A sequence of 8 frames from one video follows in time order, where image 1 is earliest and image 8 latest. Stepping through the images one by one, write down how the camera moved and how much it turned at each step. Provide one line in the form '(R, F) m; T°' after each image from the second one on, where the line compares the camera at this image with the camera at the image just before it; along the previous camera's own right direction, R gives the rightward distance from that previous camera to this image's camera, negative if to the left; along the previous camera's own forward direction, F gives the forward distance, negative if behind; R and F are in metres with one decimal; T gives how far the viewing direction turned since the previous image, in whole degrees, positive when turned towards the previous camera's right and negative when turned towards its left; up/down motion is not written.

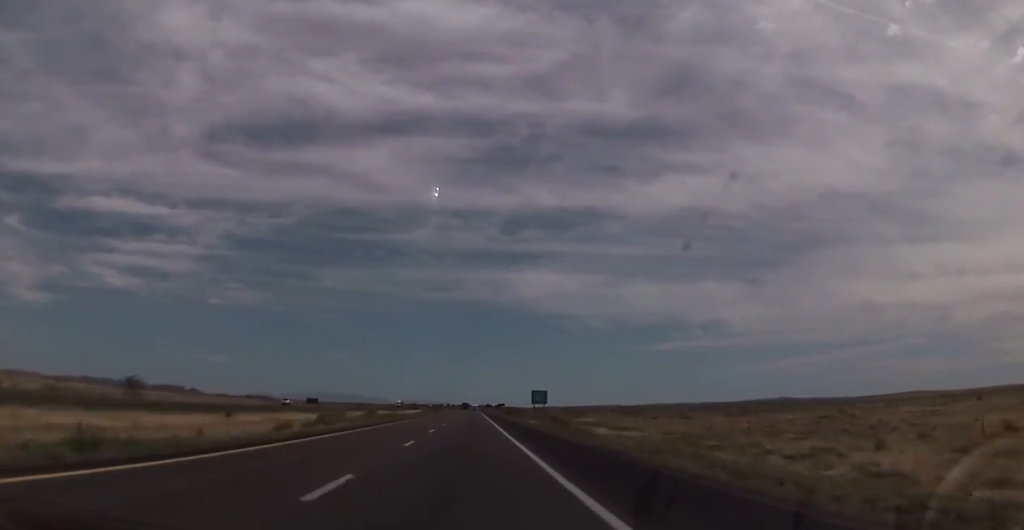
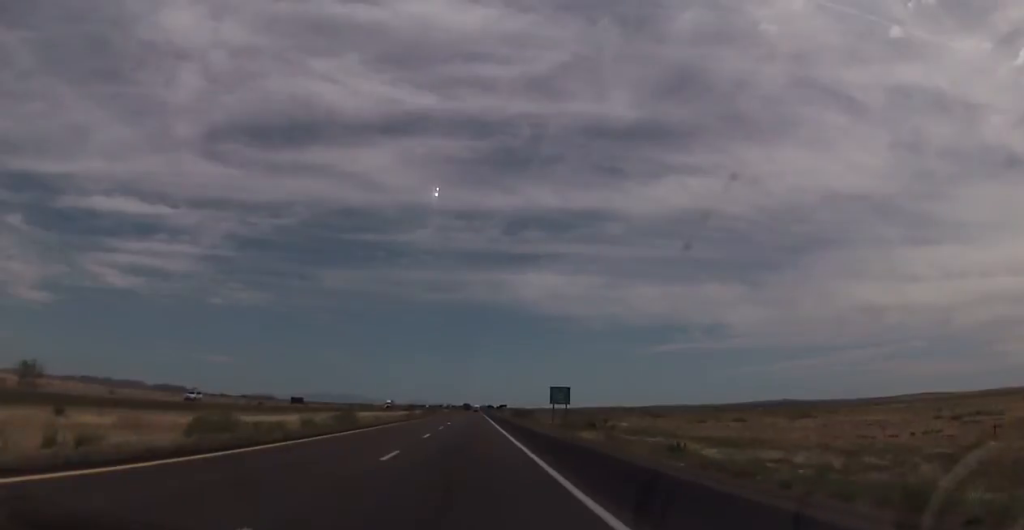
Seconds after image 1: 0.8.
(+0.4, +30.0) m; +1°
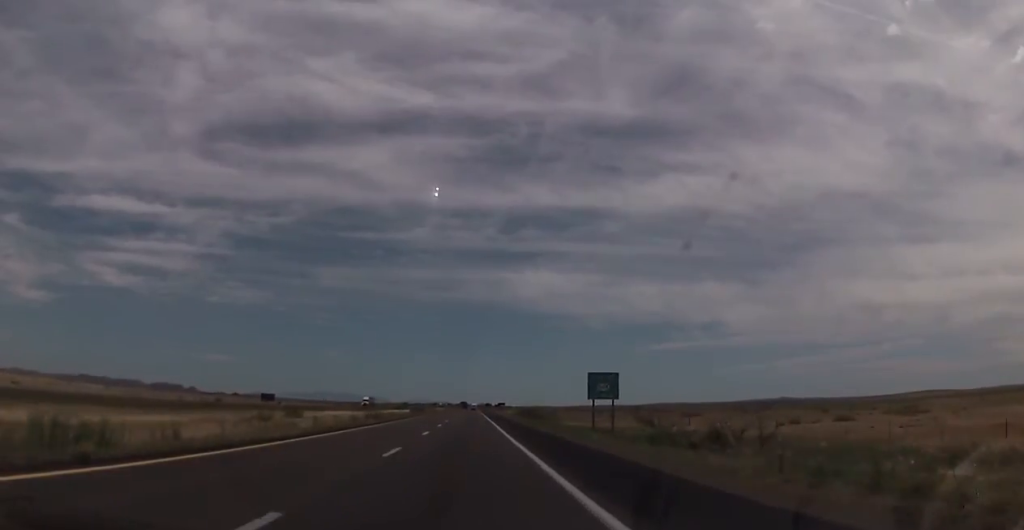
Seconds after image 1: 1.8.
(0.0, +36.1) m; 0°
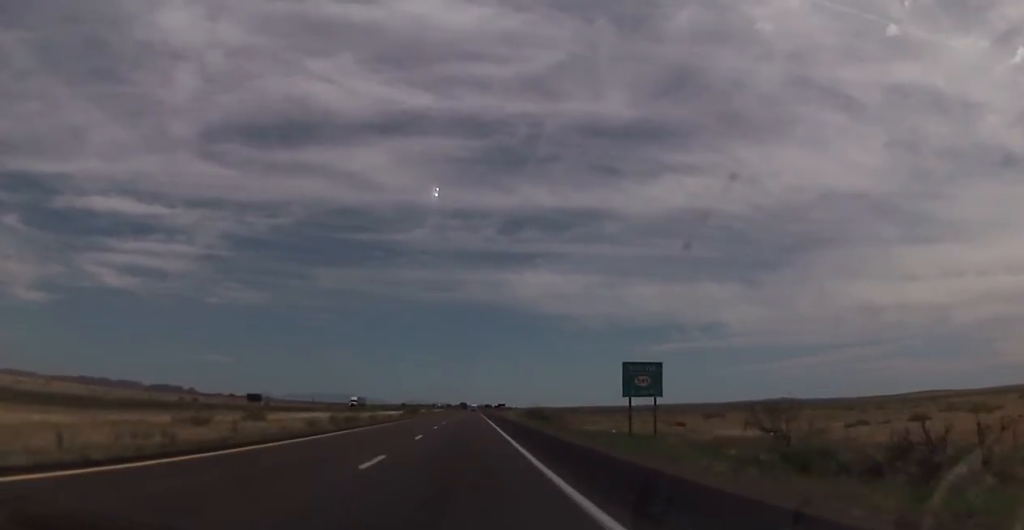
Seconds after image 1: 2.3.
(0.0, +15.6) m; 0°
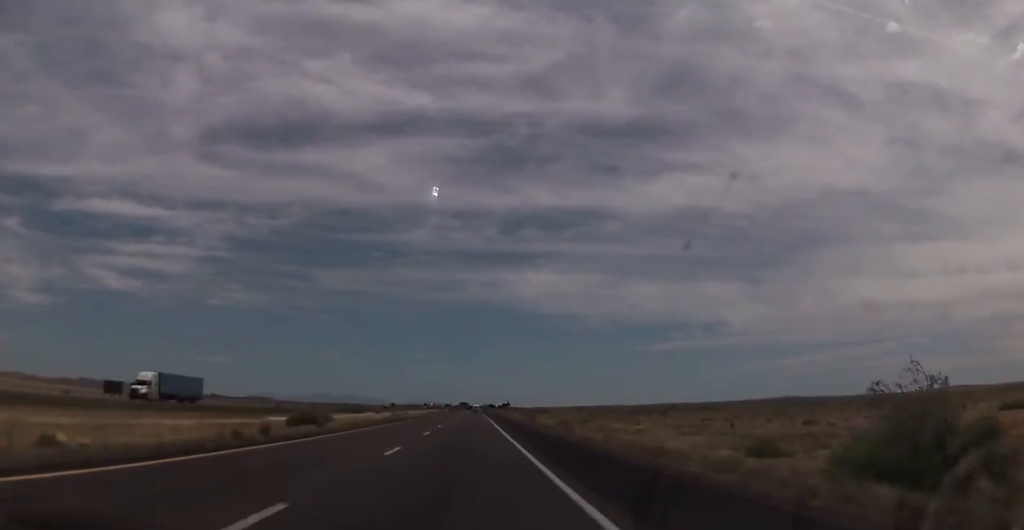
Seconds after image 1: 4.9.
(-0.1, +94.9) m; -1°
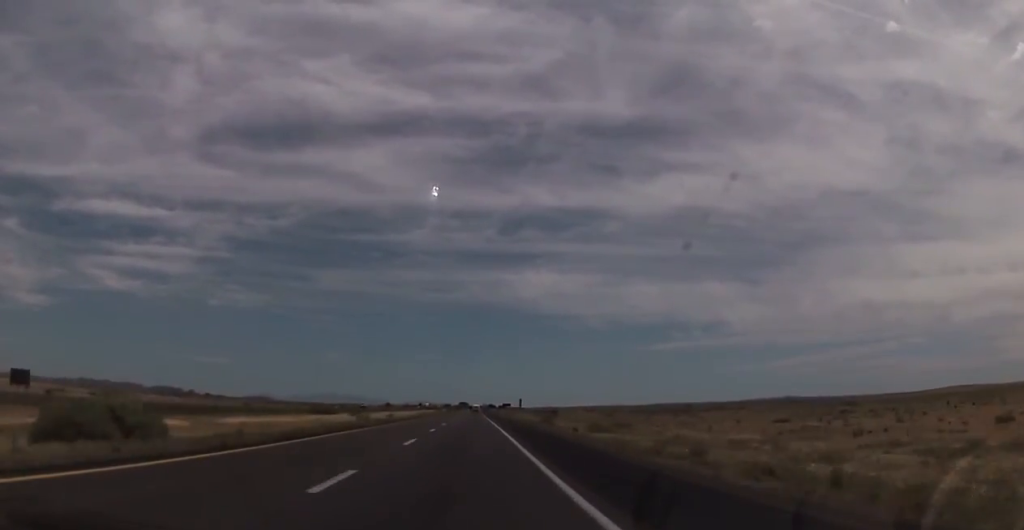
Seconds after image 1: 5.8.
(-0.5, +32.3) m; 0°
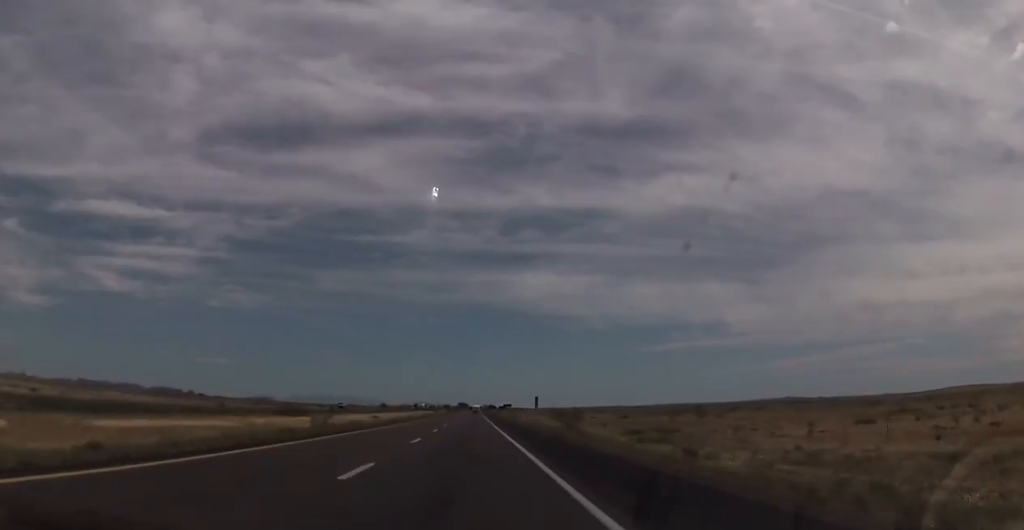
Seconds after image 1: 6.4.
(+0.2, +22.8) m; 0°
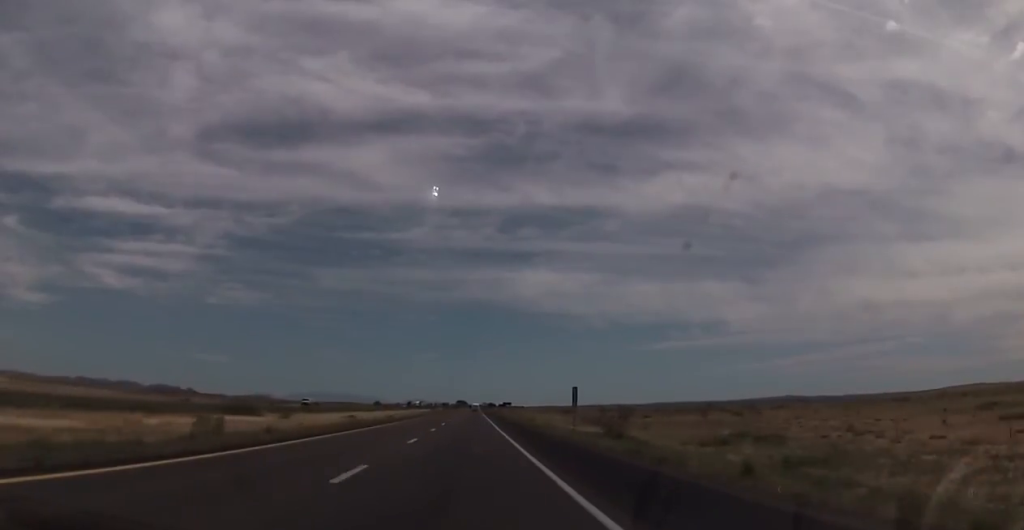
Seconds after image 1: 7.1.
(+0.2, +25.2) m; 0°
